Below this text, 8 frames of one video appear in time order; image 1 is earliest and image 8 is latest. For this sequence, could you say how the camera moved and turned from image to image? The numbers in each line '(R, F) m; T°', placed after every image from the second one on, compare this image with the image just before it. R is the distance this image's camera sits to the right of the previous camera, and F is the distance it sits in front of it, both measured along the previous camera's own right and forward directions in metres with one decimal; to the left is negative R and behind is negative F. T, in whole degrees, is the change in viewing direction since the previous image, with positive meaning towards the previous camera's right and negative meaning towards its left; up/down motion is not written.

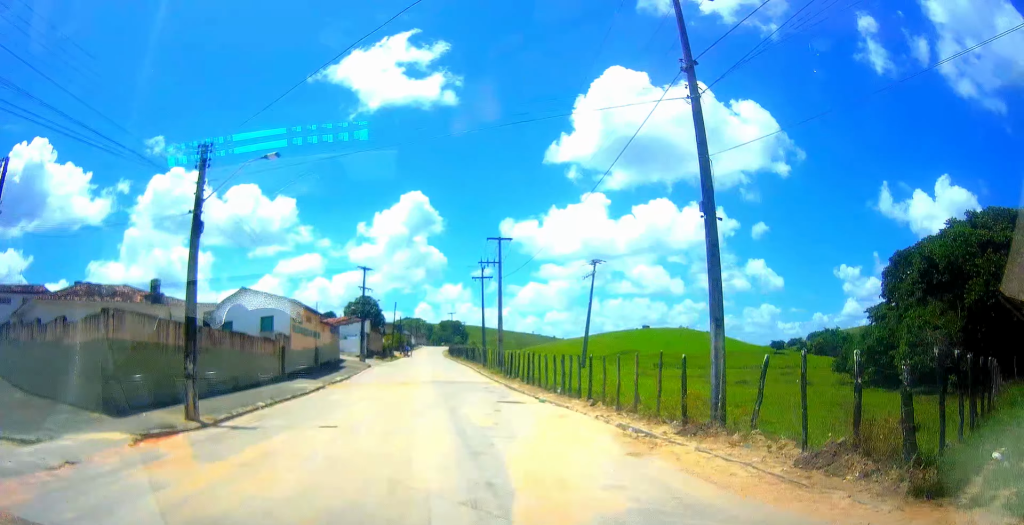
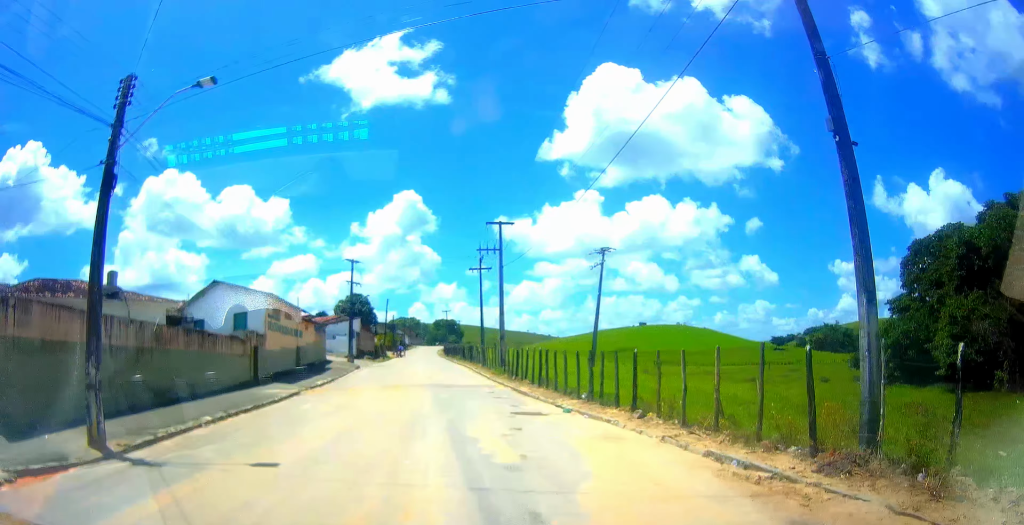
(-0.1, +4.8) m; 0°
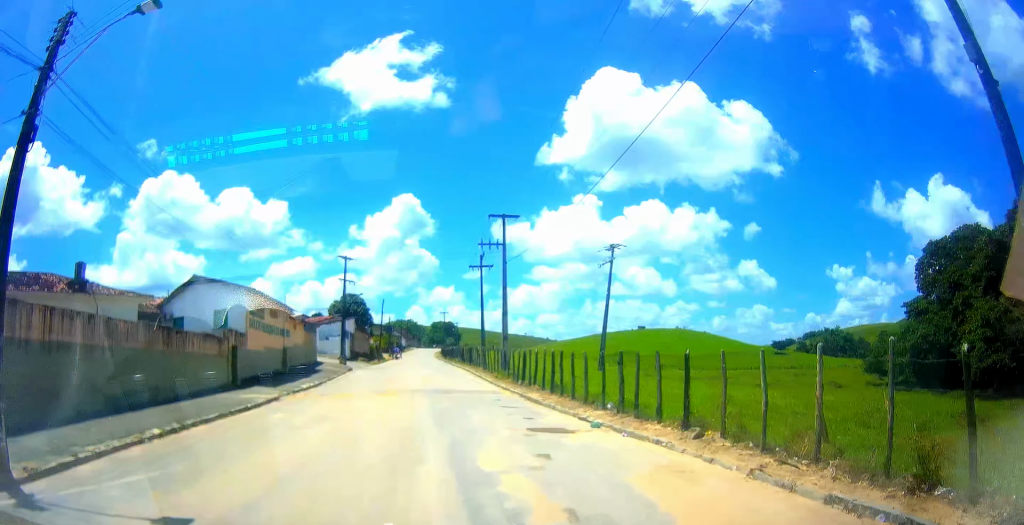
(-0.3, +3.3) m; 0°
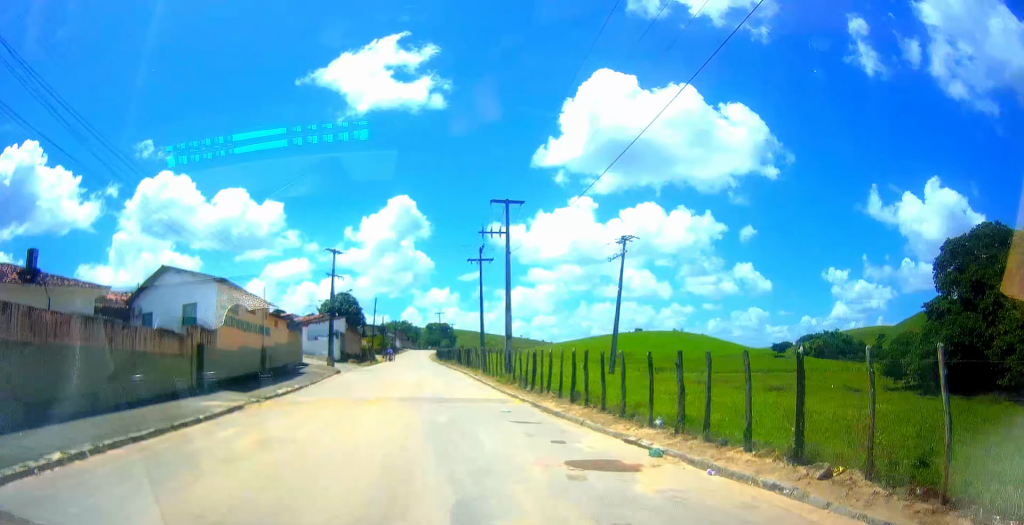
(+0.2, +4.1) m; +1°
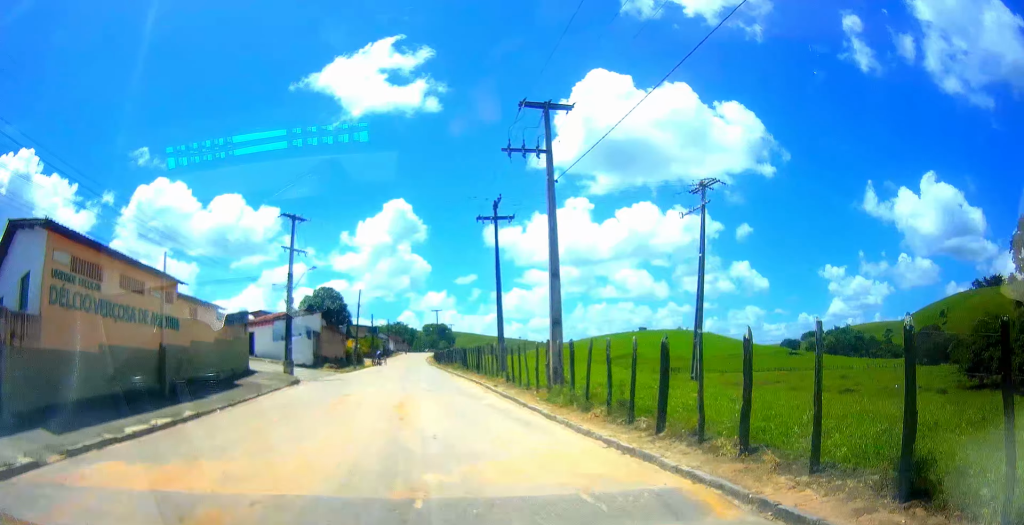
(-0.3, +14.4) m; -2°
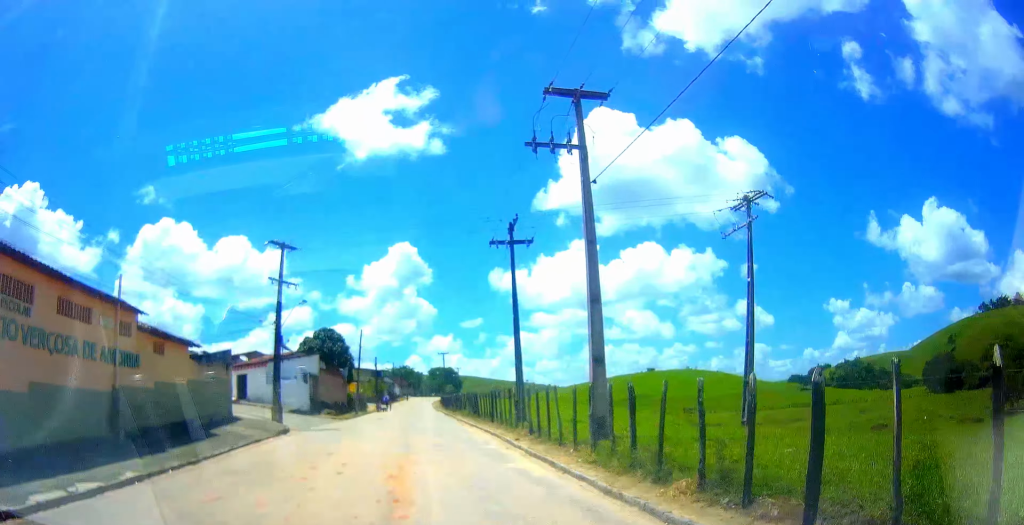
(0.0, +7.7) m; -1°
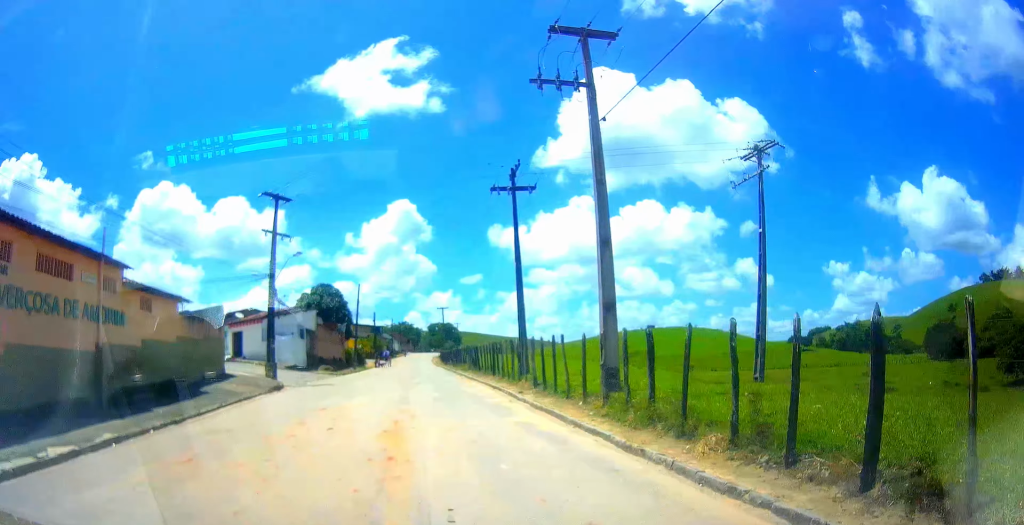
(-0.1, +2.1) m; -1°
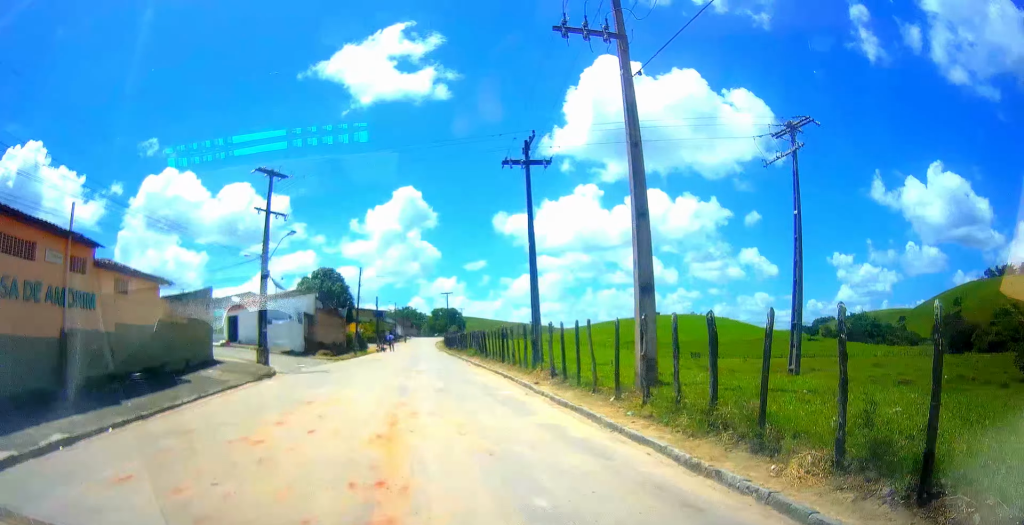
(0.0, +3.5) m; 0°
